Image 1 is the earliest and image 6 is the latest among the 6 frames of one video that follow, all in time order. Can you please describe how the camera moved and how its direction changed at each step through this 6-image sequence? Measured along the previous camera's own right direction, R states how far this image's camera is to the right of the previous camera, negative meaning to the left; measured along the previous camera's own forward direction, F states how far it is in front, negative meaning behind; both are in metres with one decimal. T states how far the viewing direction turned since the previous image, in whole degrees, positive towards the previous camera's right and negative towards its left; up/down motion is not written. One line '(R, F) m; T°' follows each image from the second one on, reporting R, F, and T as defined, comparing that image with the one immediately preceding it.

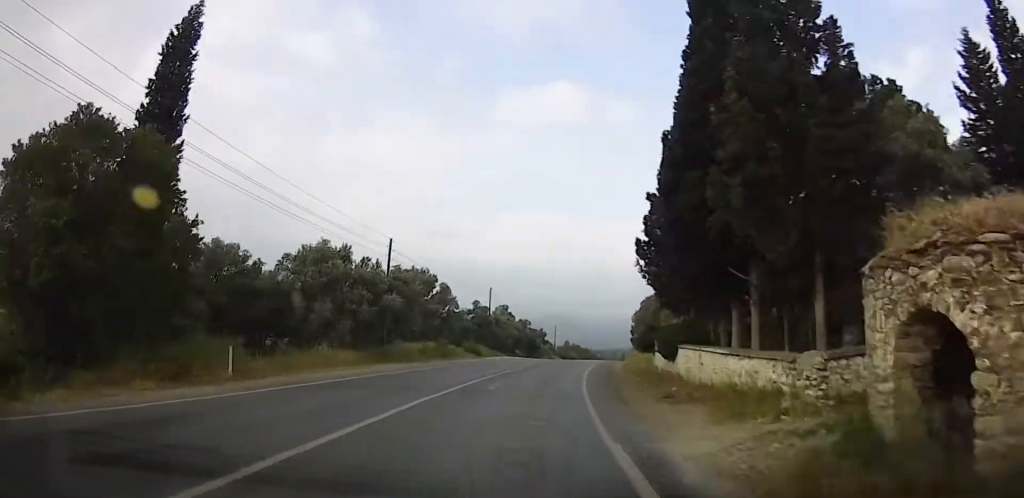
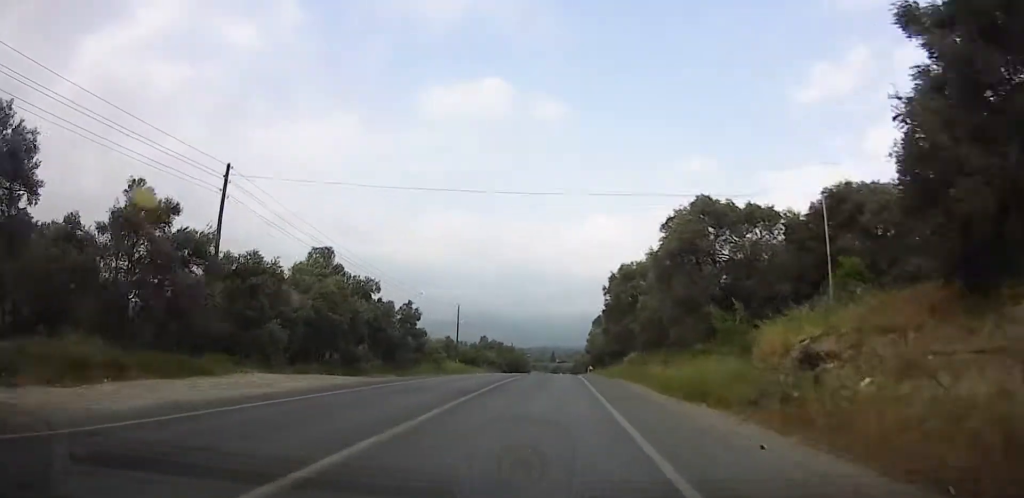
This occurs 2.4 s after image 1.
(+1.4, +46.3) m; +6°
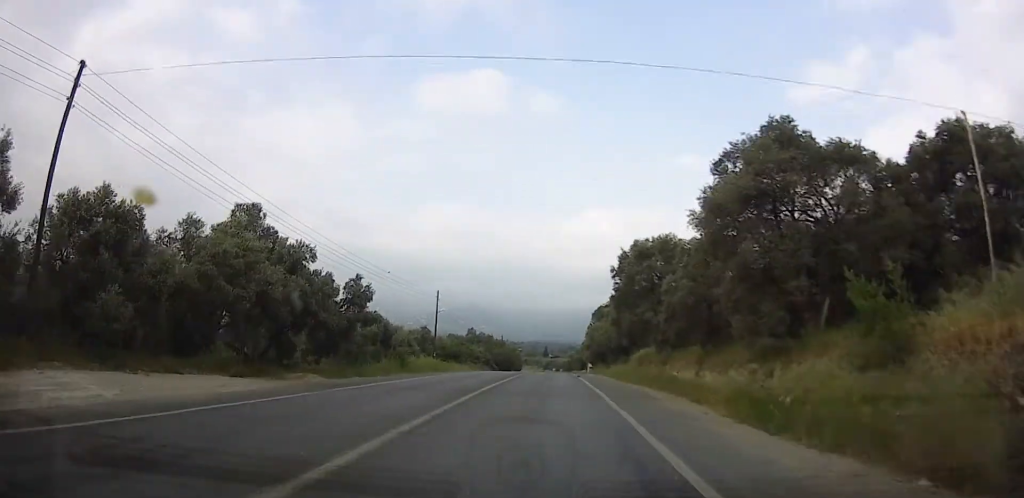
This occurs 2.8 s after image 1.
(+0.6, +9.1) m; +2°
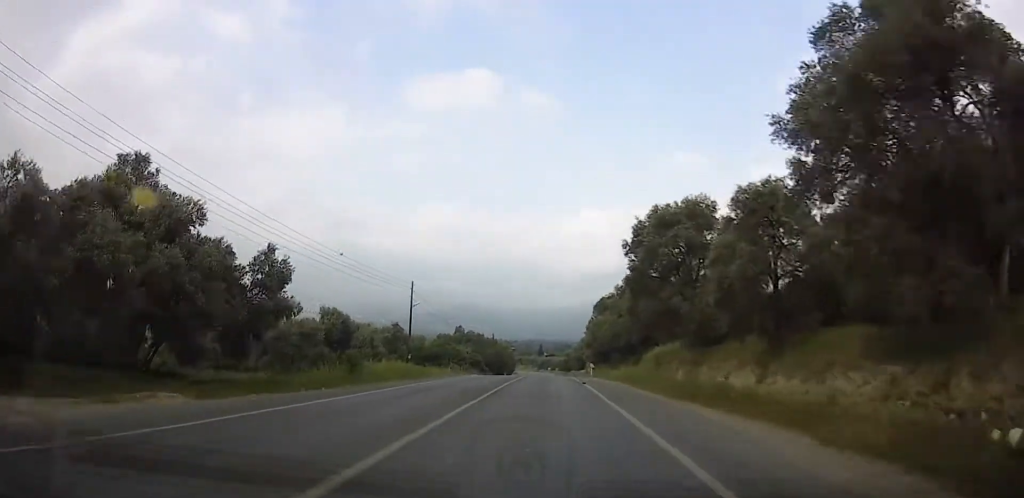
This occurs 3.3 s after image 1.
(+0.3, +8.5) m; +2°
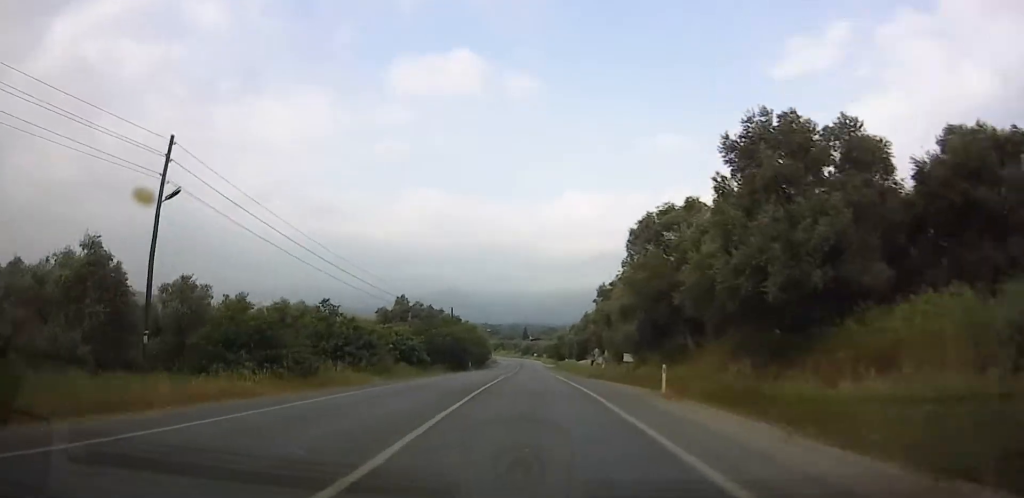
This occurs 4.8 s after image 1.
(+0.7, +30.6) m; +3°
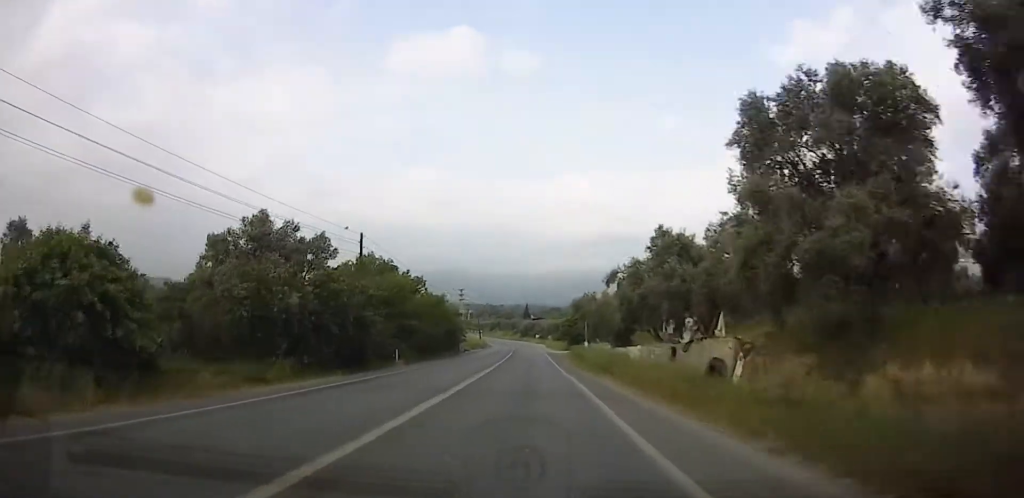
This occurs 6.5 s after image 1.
(+0.5, +32.8) m; 0°
